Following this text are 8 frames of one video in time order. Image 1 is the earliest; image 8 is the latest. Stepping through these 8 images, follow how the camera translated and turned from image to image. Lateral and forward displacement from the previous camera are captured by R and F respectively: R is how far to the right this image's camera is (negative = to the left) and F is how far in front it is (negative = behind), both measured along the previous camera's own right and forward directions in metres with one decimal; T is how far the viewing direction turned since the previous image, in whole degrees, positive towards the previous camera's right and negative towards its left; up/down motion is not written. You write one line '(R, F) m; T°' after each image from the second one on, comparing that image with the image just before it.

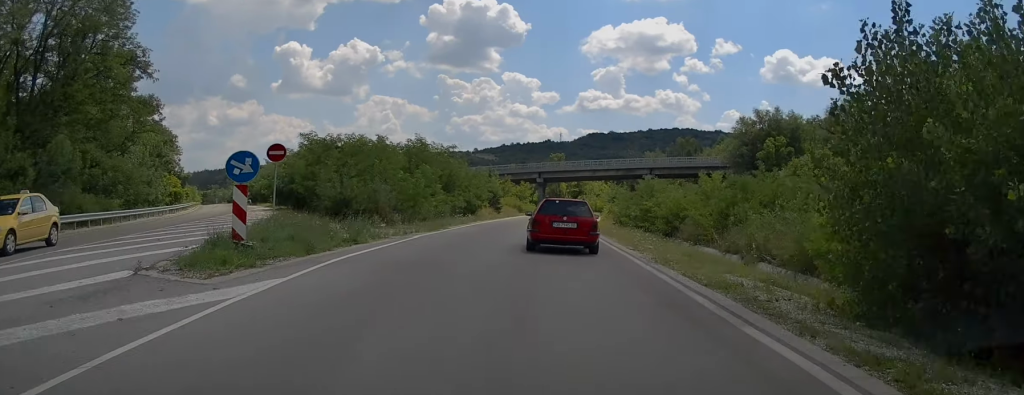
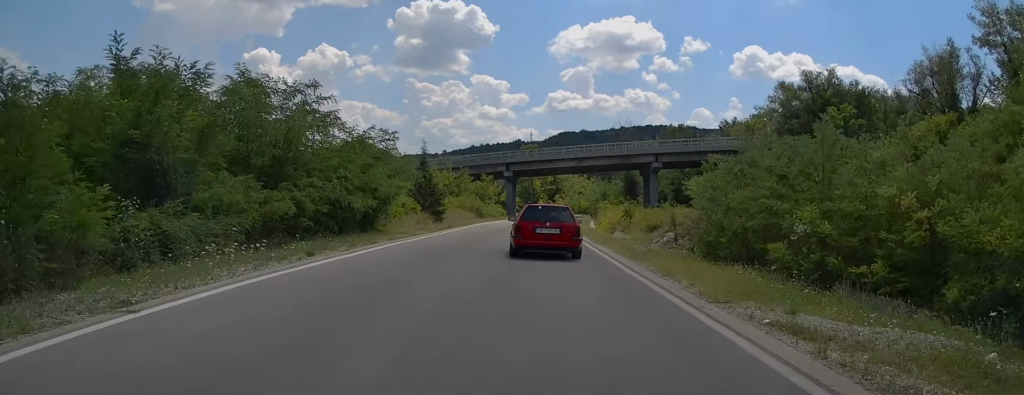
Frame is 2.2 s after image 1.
(+1.0, +28.6) m; +2°
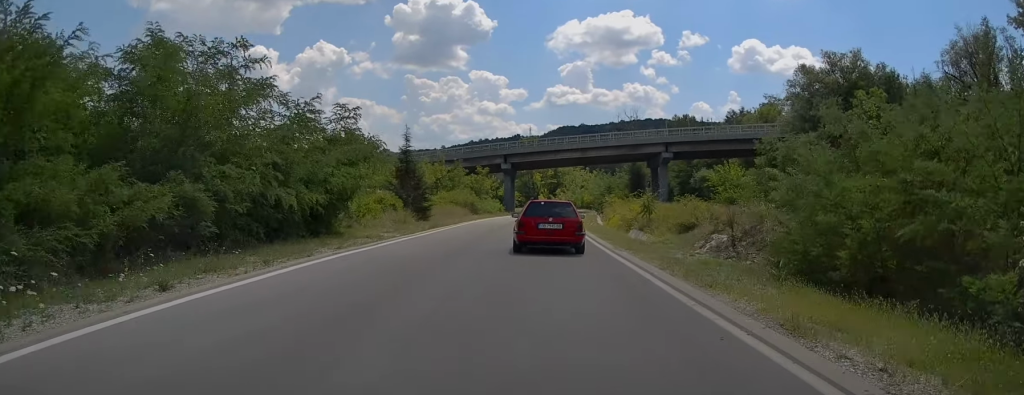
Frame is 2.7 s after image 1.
(0.0, +6.4) m; 0°
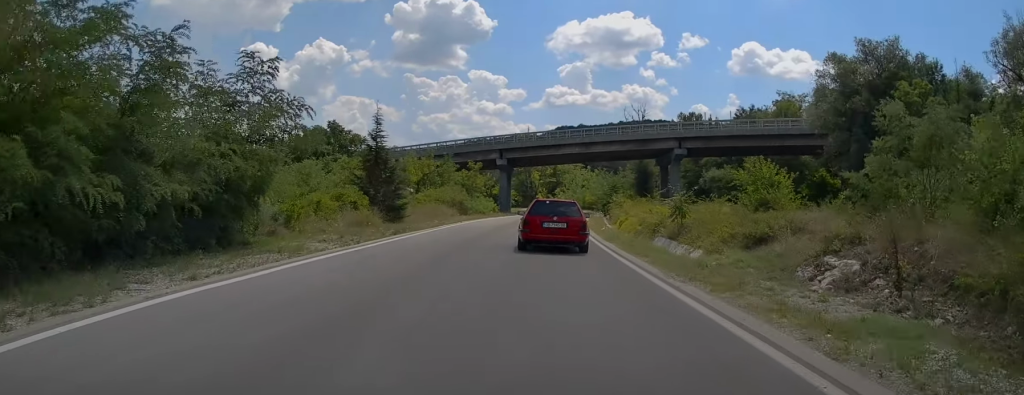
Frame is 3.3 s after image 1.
(-0.1, +7.6) m; 0°
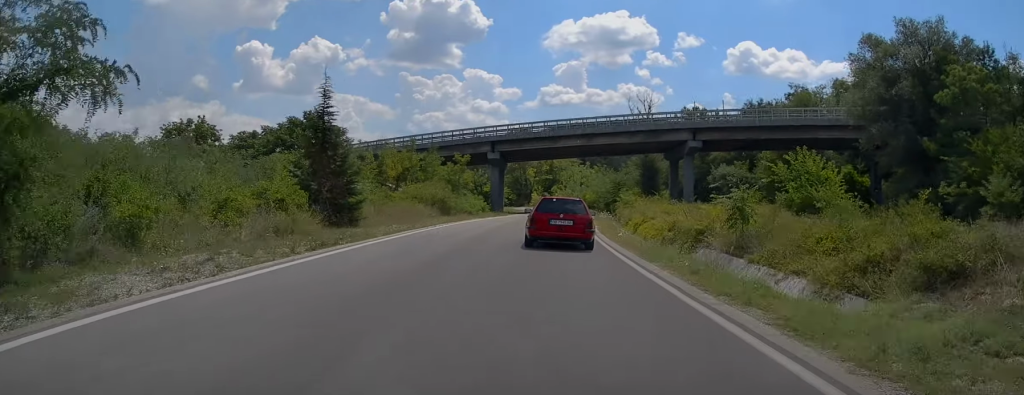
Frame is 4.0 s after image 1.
(0.0, +8.0) m; +1°
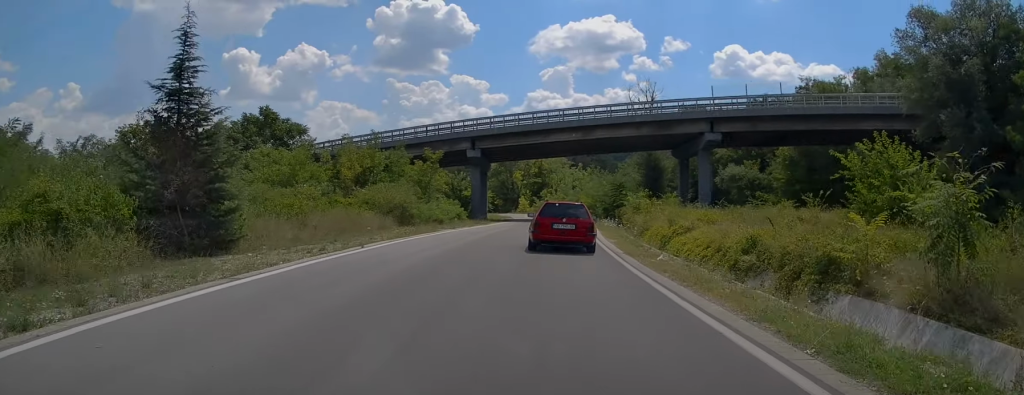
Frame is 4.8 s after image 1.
(+0.1, +10.0) m; +1°
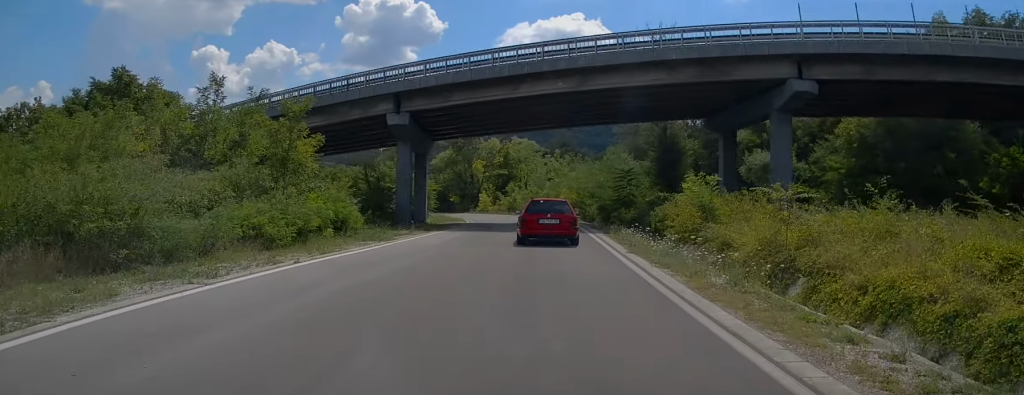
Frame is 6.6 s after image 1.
(+0.2, +22.2) m; +2°
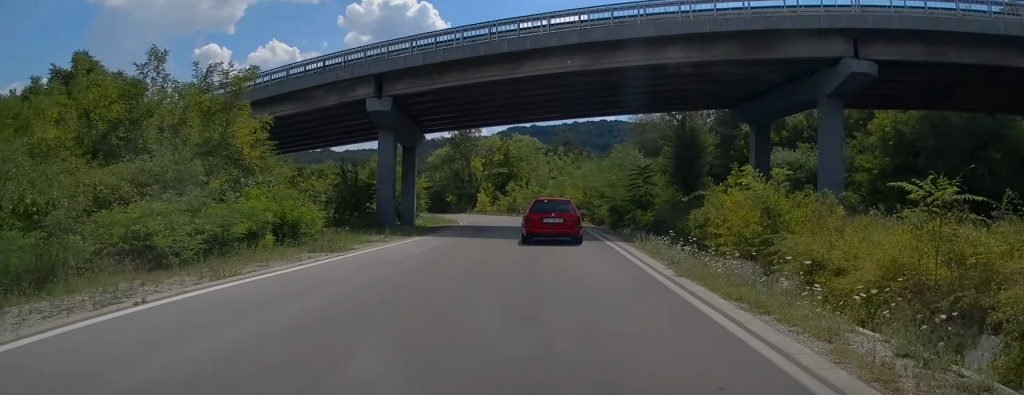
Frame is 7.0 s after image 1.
(+0.1, +5.4) m; +1°
